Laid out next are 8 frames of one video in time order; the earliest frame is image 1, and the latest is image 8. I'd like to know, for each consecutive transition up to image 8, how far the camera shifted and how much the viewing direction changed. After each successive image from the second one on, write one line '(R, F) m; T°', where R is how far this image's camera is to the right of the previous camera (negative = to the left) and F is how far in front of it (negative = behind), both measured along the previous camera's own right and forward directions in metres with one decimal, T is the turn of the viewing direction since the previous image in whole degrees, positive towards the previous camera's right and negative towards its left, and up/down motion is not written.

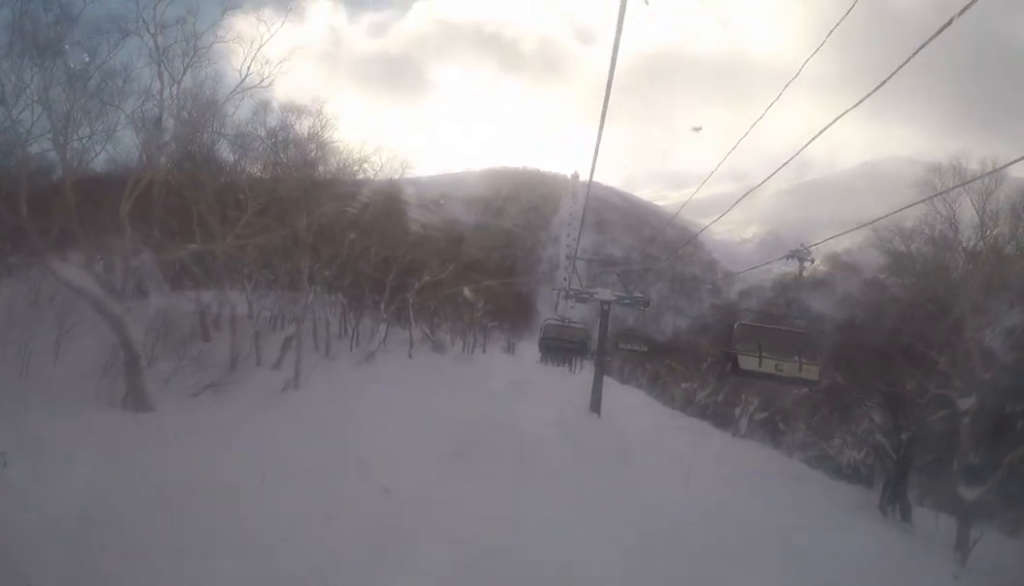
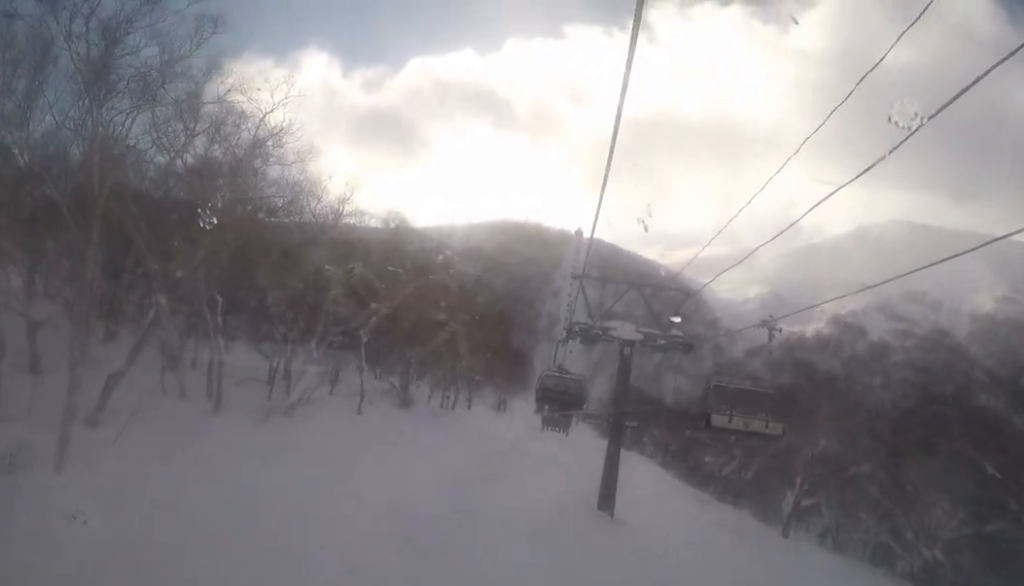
(-1.2, +14.5) m; -4°
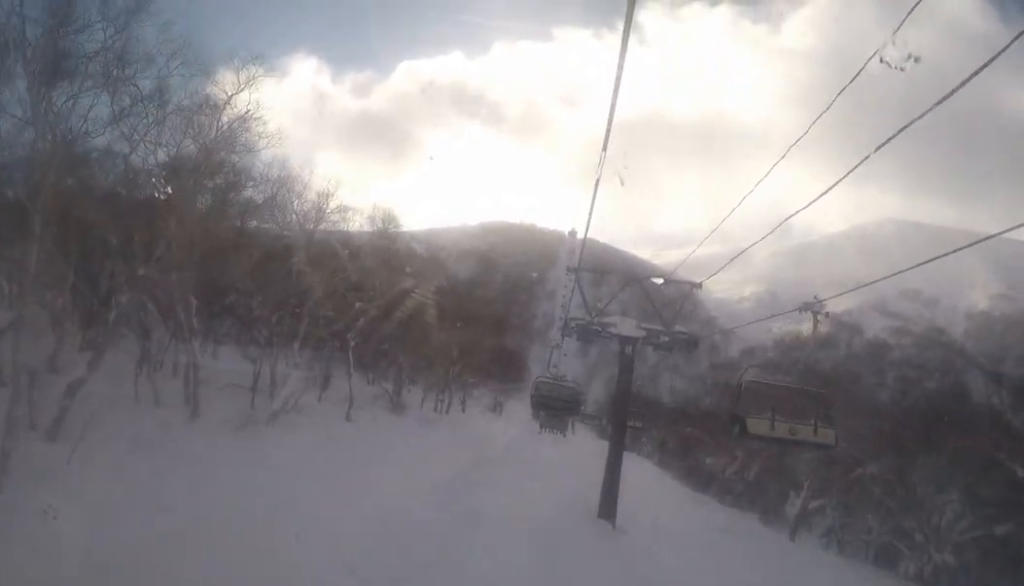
(-0.2, +1.8) m; -4°
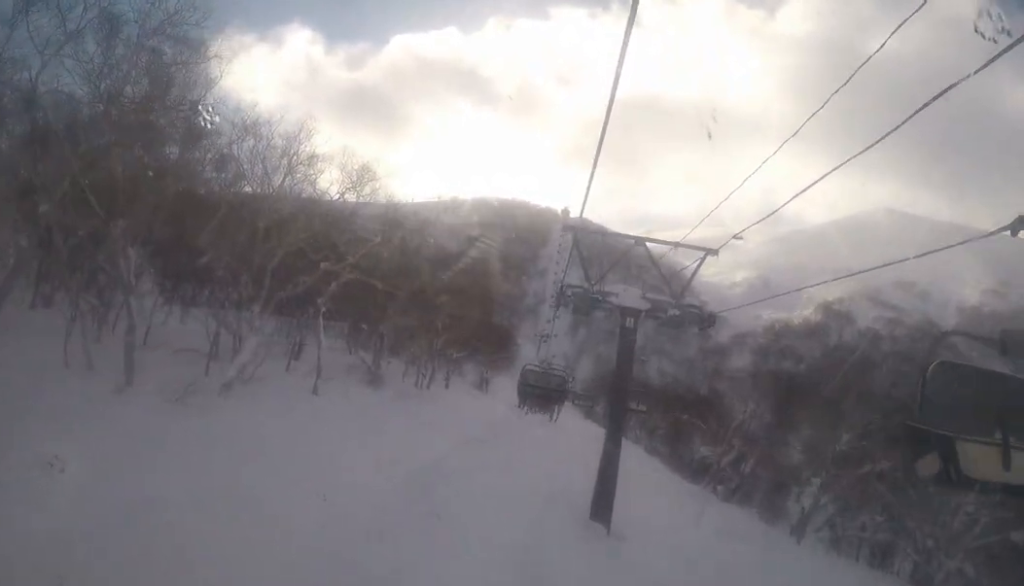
(-0.2, +4.0) m; +4°
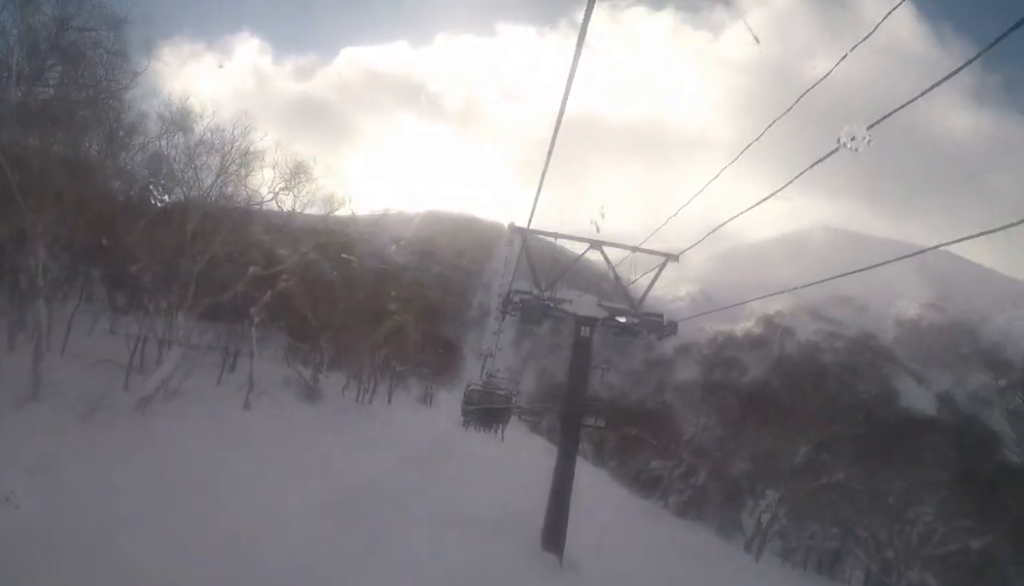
(0.0, +2.2) m; +3°
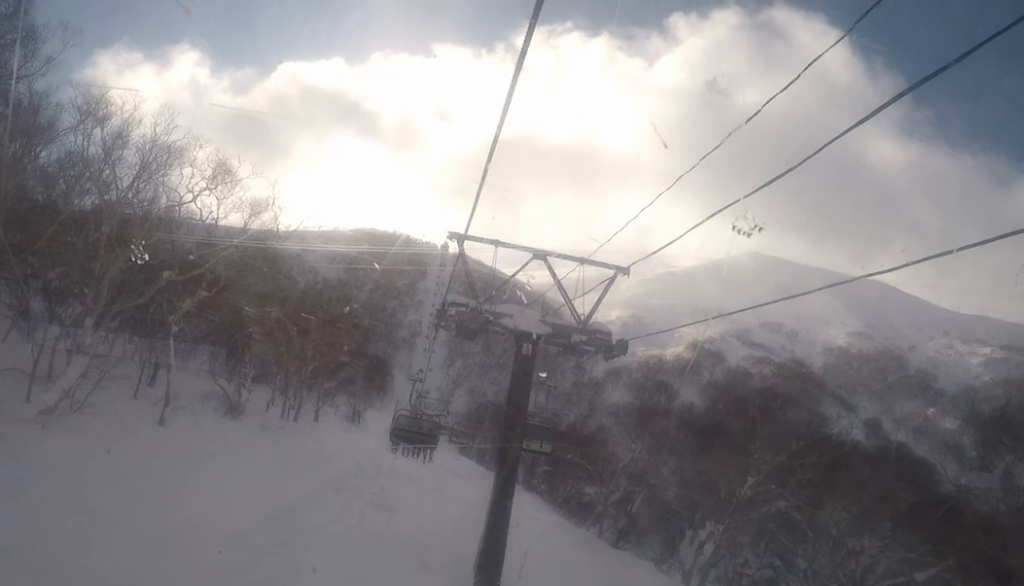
(+0.3, +2.1) m; +1°
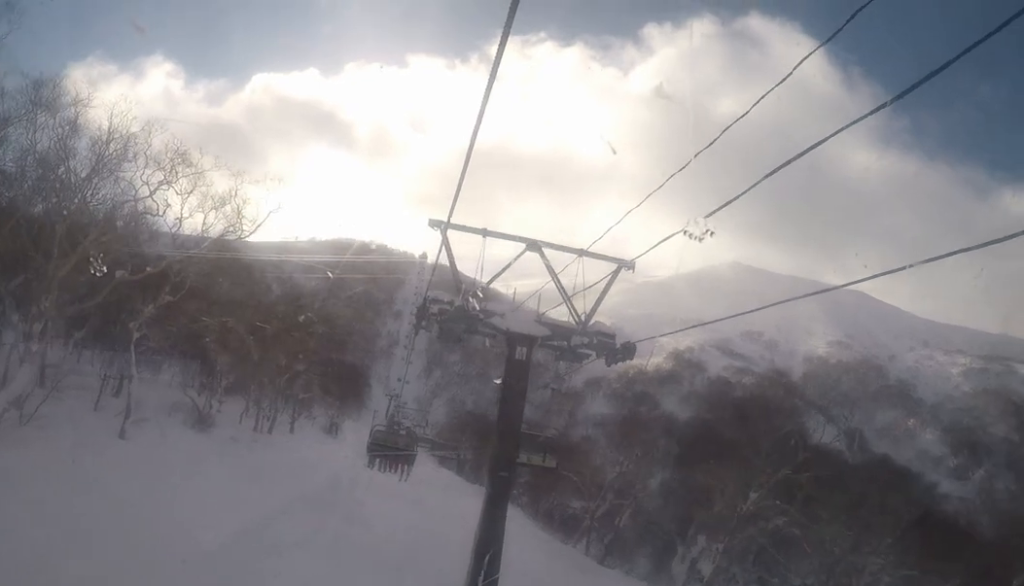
(0.0, +2.3) m; +2°
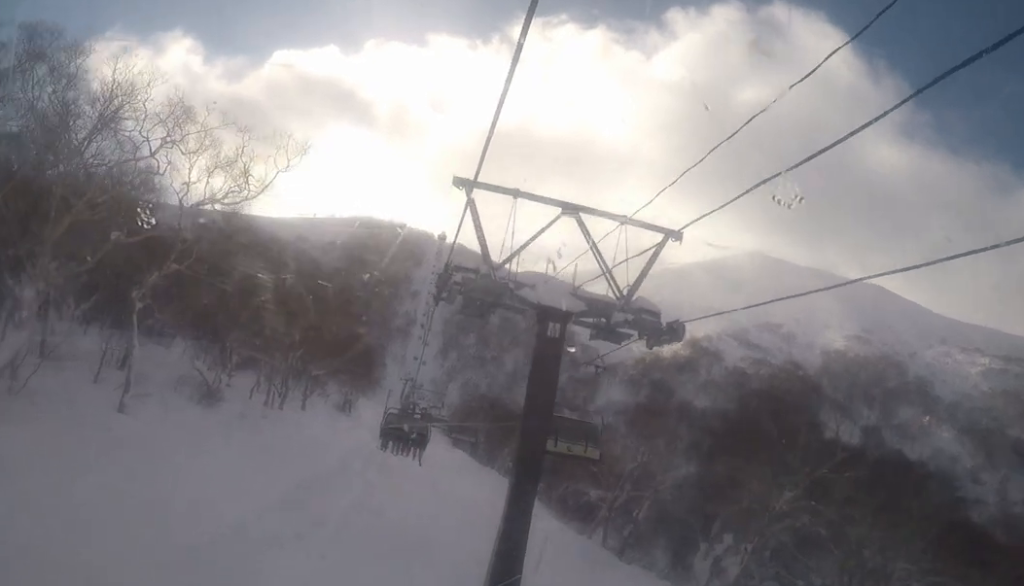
(-0.3, +1.7) m; +2°
